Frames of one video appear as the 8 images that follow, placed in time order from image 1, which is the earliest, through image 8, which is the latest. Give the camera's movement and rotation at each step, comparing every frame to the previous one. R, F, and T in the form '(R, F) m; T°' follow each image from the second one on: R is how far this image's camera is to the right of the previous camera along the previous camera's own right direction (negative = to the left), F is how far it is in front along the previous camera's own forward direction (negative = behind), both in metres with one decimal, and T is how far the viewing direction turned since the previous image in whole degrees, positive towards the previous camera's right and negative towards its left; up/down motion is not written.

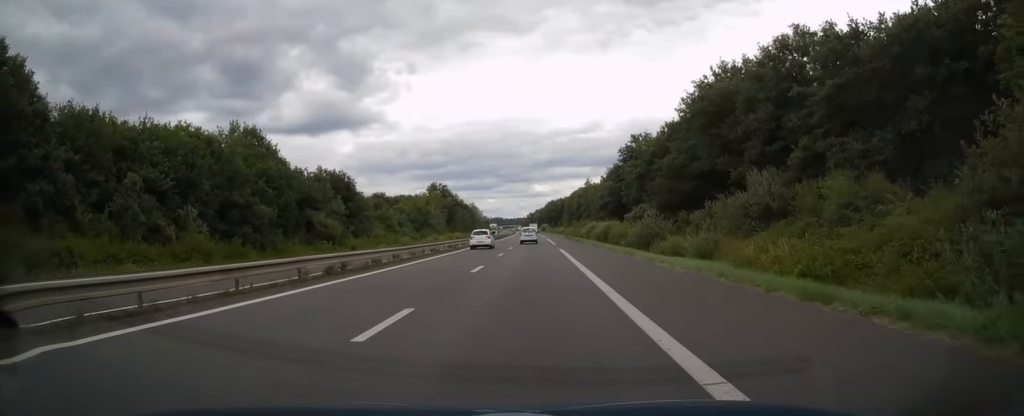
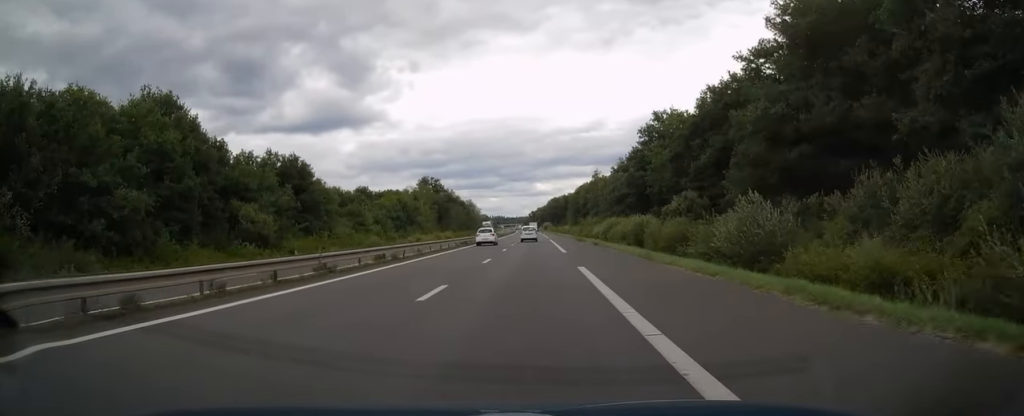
(-0.2, +21.6) m; 0°
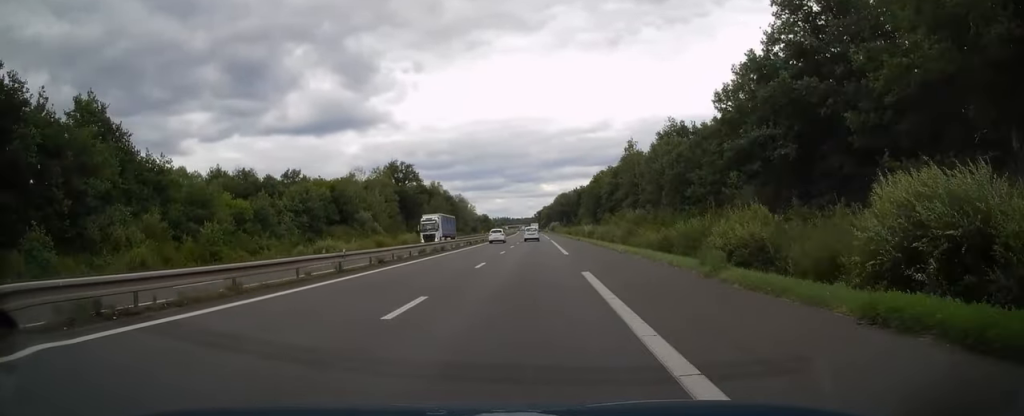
(-0.2, +54.2) m; -1°
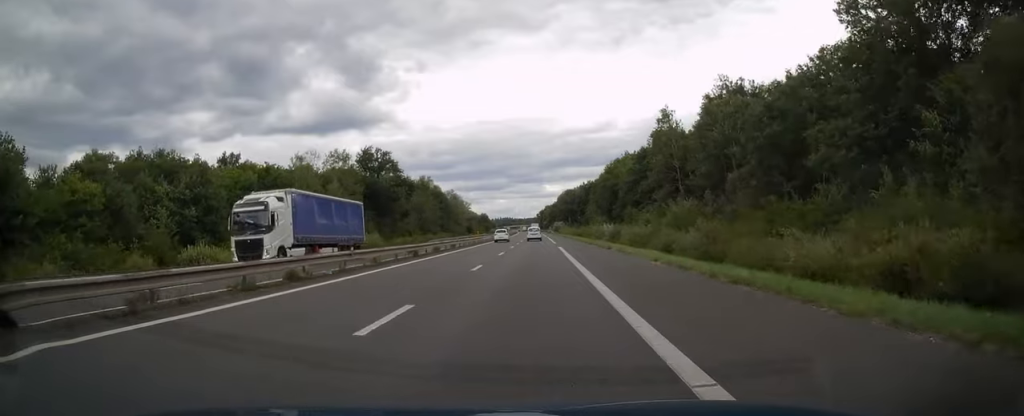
(-0.3, +27.3) m; 0°
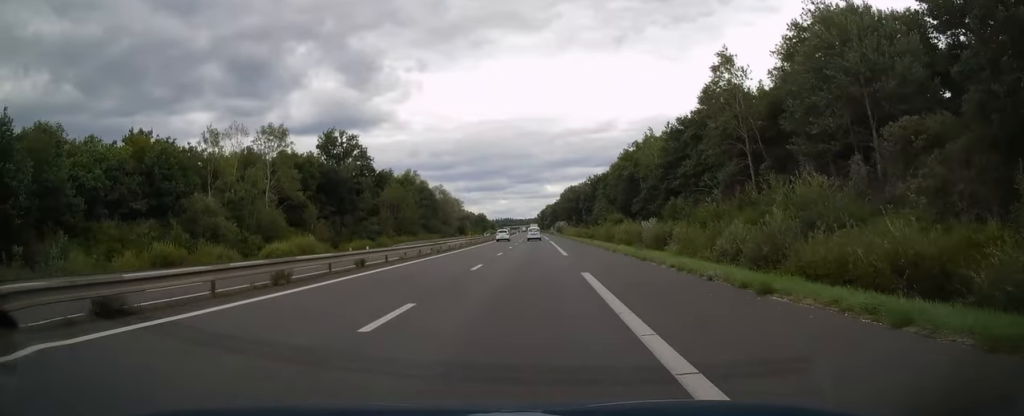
(+0.1, +25.4) m; 0°
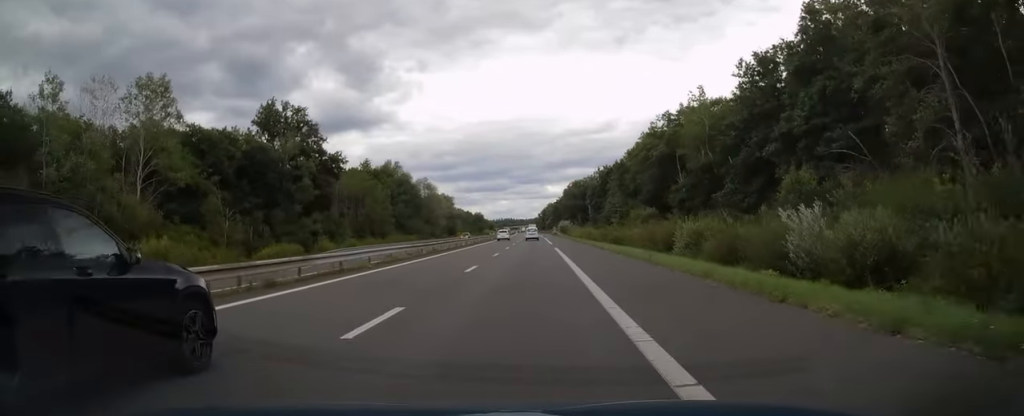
(+0.1, +26.4) m; 0°
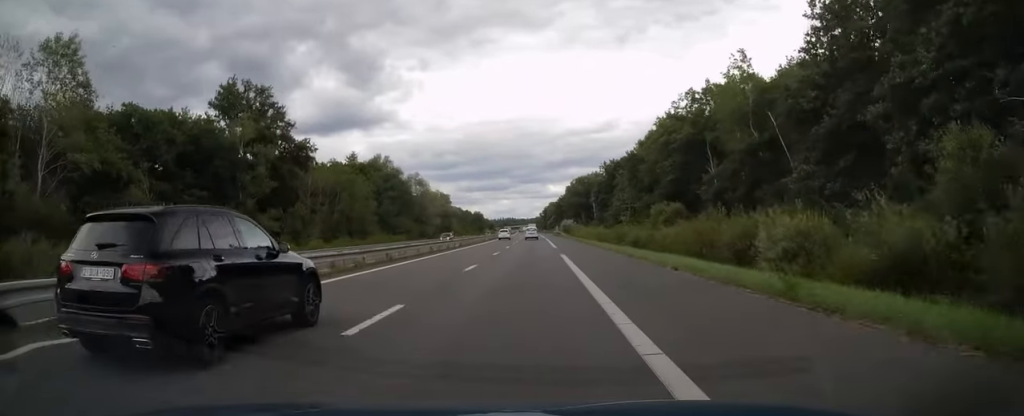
(0.0, +12.7) m; 0°
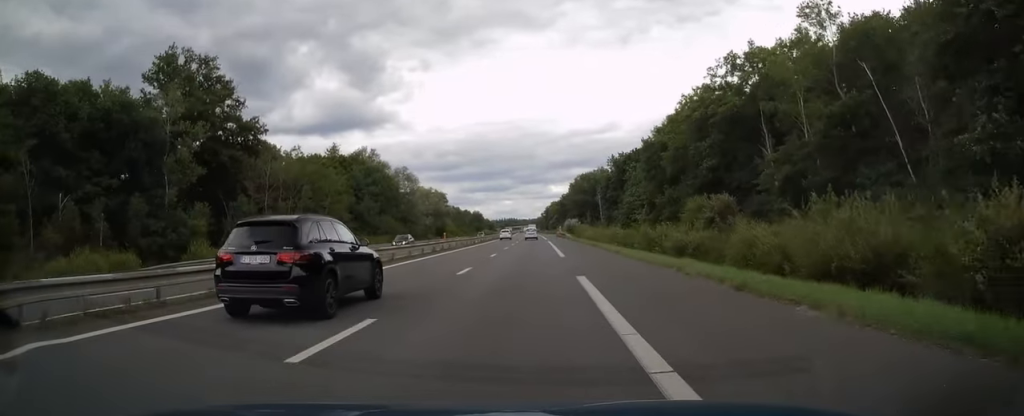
(-0.1, +14.7) m; 0°
